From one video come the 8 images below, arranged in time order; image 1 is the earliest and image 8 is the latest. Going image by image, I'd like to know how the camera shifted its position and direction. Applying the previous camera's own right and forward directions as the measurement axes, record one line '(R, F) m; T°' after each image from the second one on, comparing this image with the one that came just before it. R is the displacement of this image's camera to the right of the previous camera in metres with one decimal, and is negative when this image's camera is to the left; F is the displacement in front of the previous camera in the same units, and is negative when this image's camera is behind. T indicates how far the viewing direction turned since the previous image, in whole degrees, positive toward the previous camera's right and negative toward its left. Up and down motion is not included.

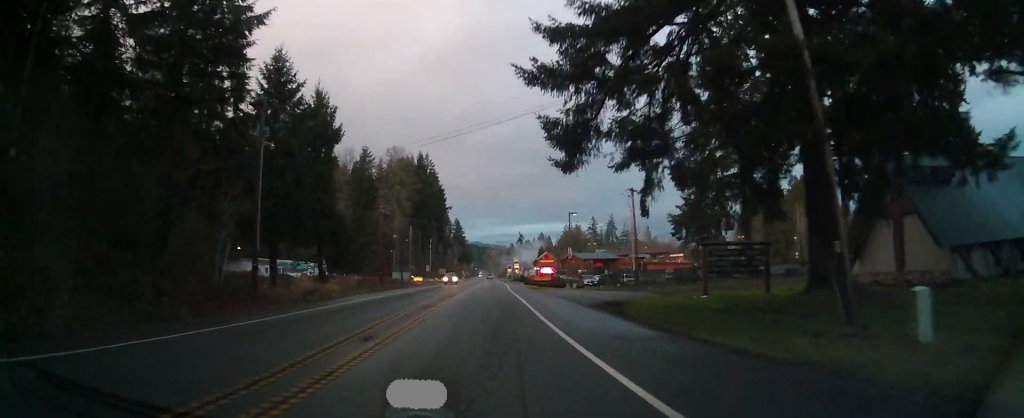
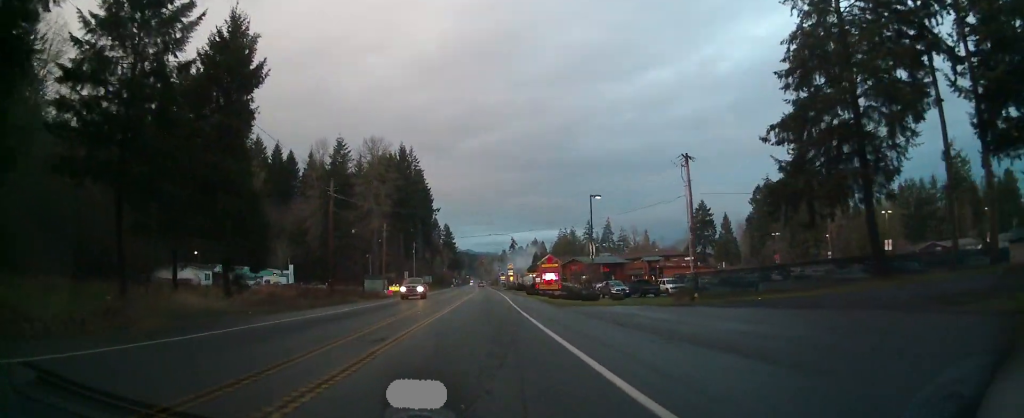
(0.0, +23.8) m; 0°
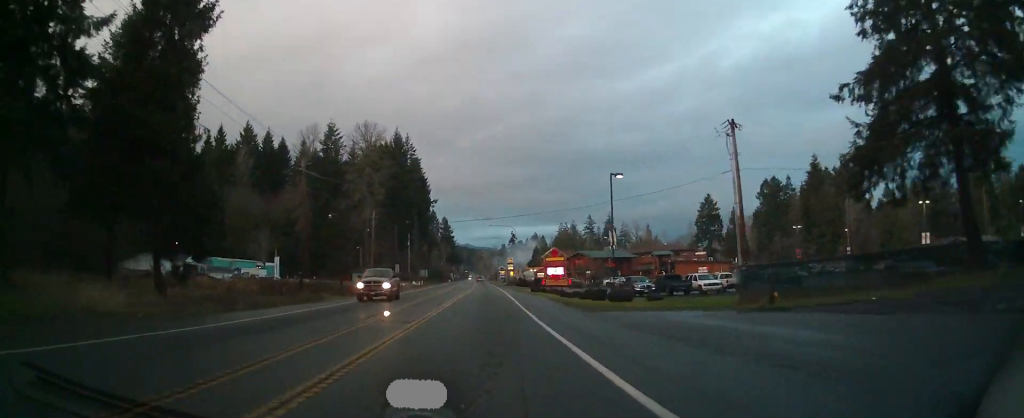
(0.0, +10.1) m; 0°
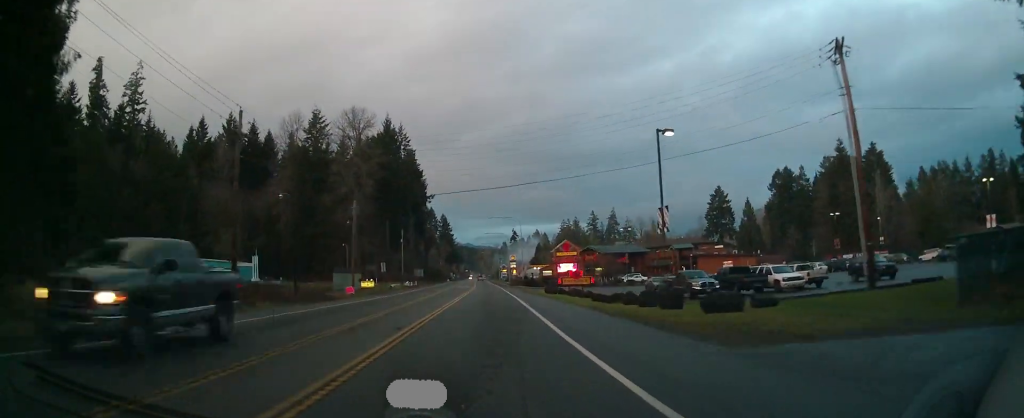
(0.0, +14.6) m; +1°
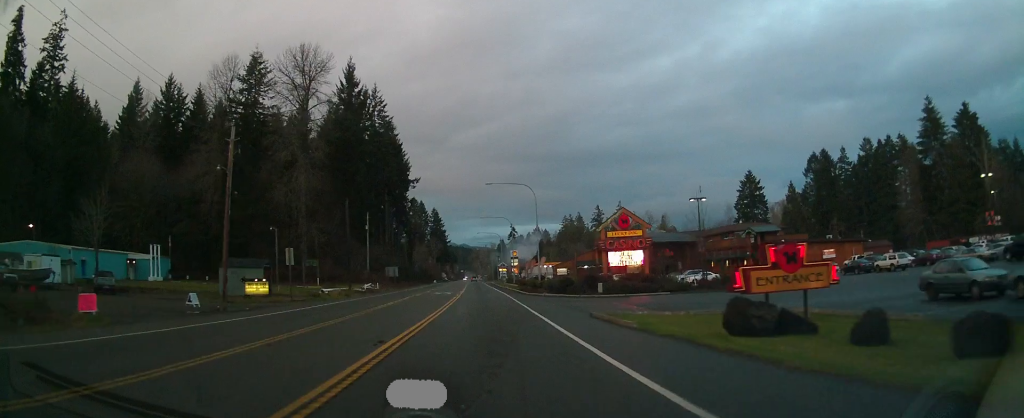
(+0.8, +40.7) m; +1°
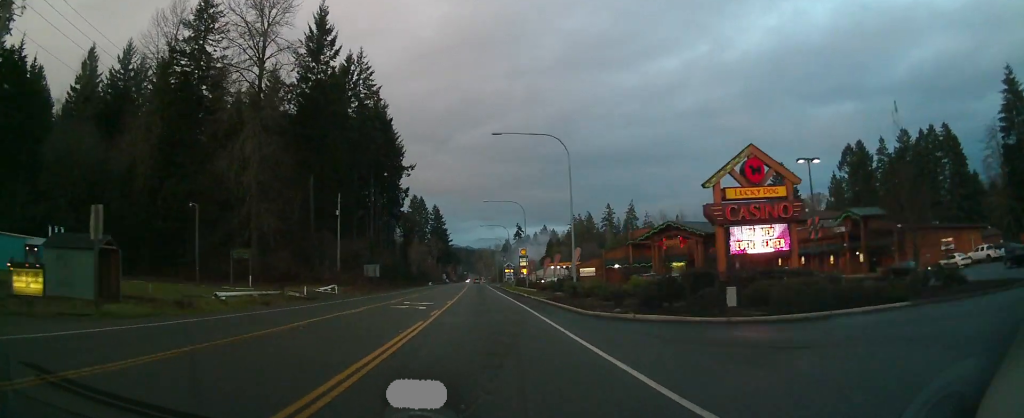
(-0.3, +25.6) m; -1°
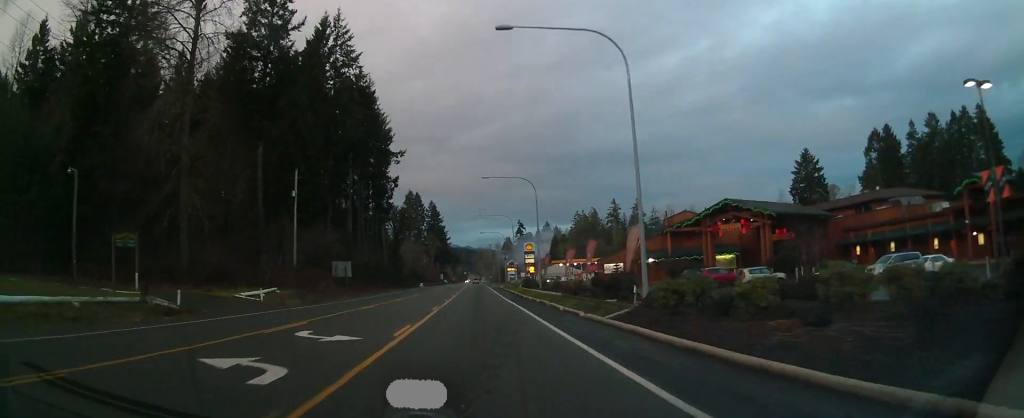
(0.0, +20.4) m; 0°
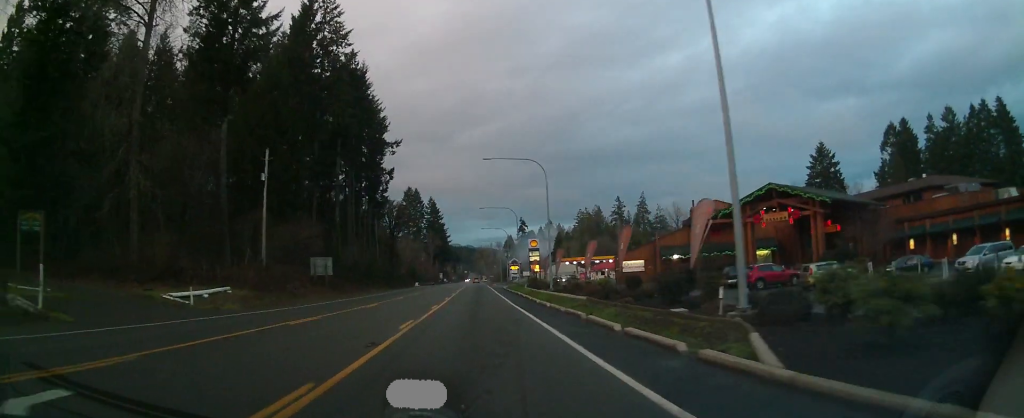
(0.0, +10.2) m; 0°
